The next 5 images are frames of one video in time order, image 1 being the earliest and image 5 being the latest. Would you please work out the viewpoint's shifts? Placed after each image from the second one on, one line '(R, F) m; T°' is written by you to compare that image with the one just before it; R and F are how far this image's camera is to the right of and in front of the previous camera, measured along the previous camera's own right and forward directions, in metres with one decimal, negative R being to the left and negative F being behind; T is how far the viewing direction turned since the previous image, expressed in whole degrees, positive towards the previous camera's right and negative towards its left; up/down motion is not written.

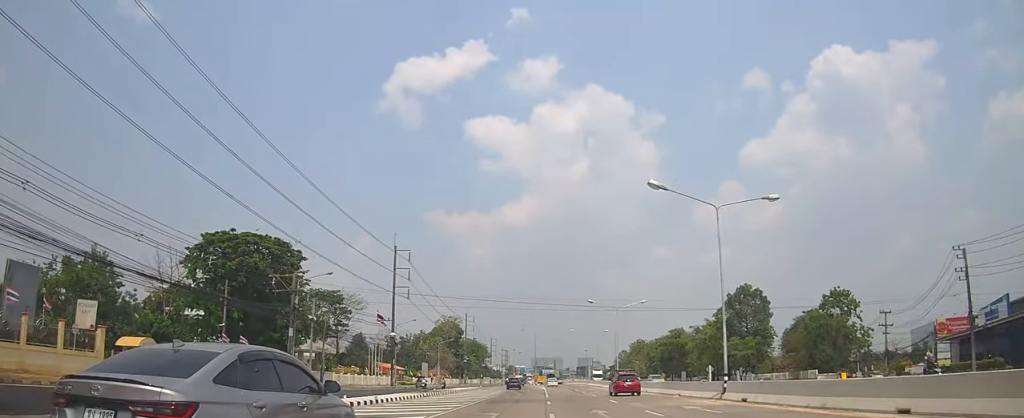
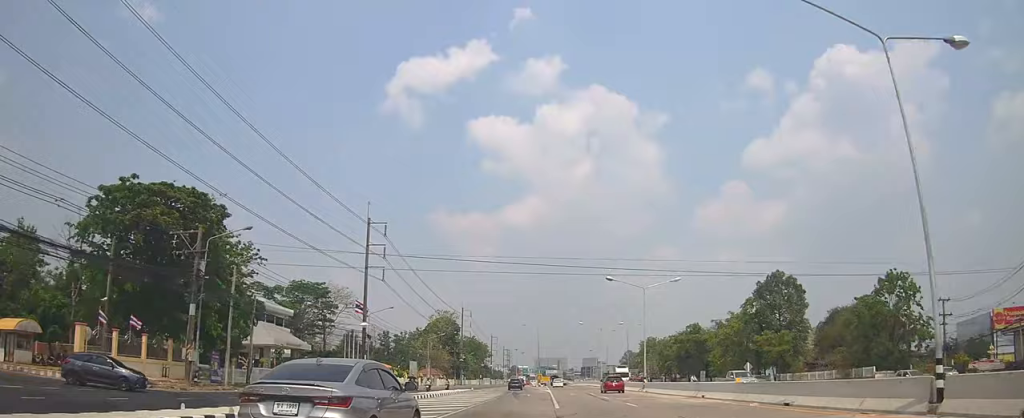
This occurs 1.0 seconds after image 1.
(0.0, +14.3) m; -1°
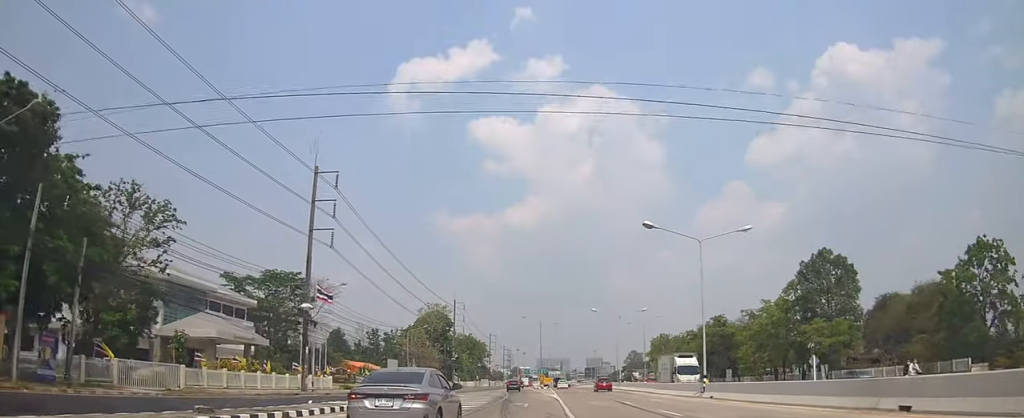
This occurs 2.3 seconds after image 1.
(-0.3, +16.7) m; -1°
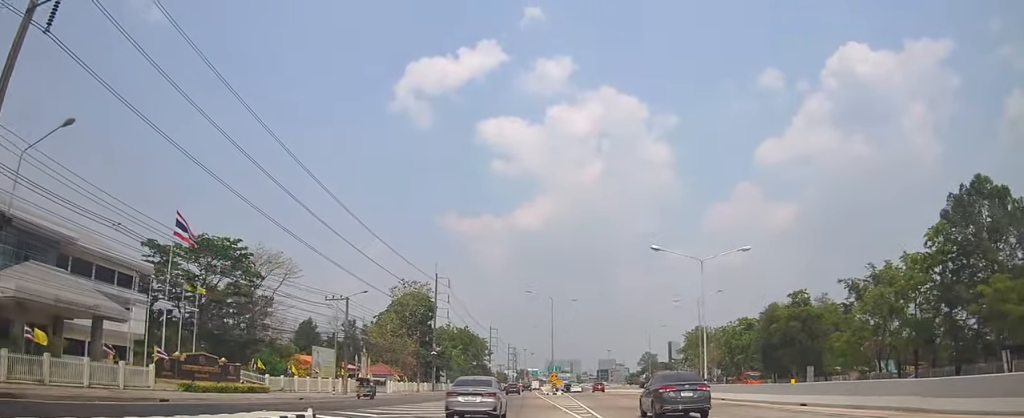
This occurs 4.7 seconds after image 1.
(-0.2, +32.2) m; 0°
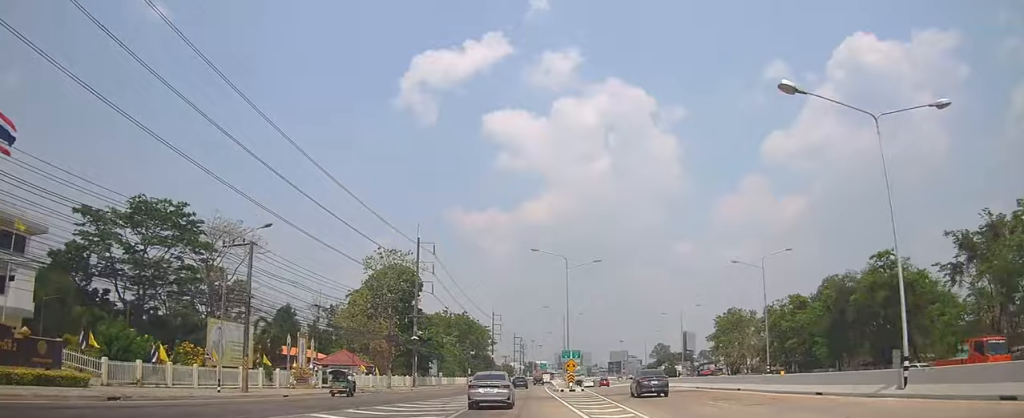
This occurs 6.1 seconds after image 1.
(0.0, +19.7) m; 0°
